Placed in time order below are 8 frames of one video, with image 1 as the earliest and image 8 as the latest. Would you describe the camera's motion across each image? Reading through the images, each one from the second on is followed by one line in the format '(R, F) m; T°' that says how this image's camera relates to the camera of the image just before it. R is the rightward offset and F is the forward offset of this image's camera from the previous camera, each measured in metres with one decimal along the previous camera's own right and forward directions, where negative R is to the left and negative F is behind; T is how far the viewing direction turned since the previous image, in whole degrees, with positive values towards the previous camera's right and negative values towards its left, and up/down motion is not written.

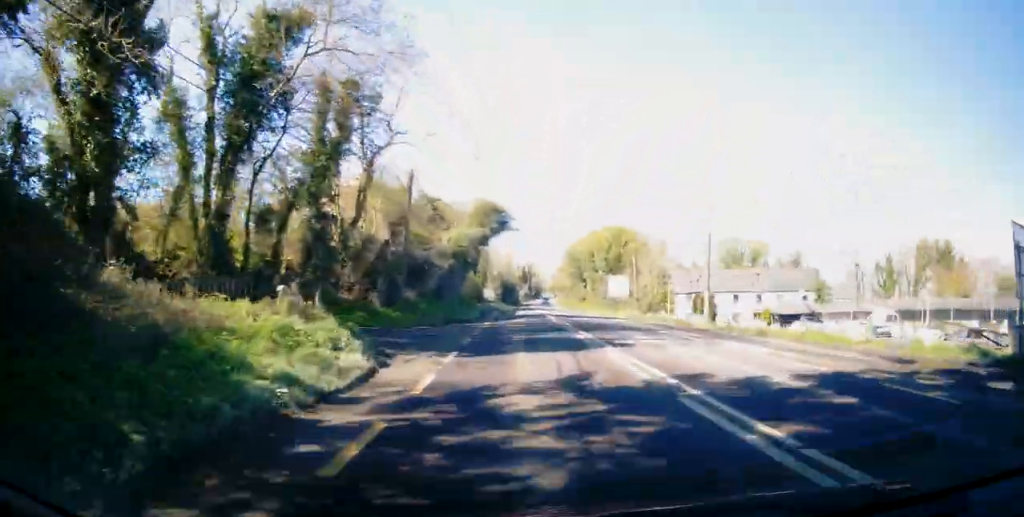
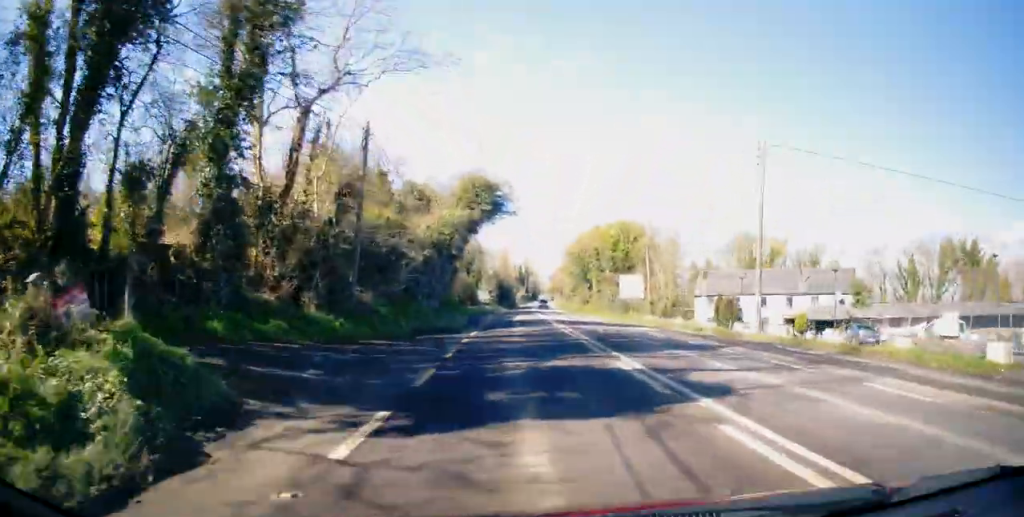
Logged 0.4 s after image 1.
(+0.1, +7.4) m; +1°
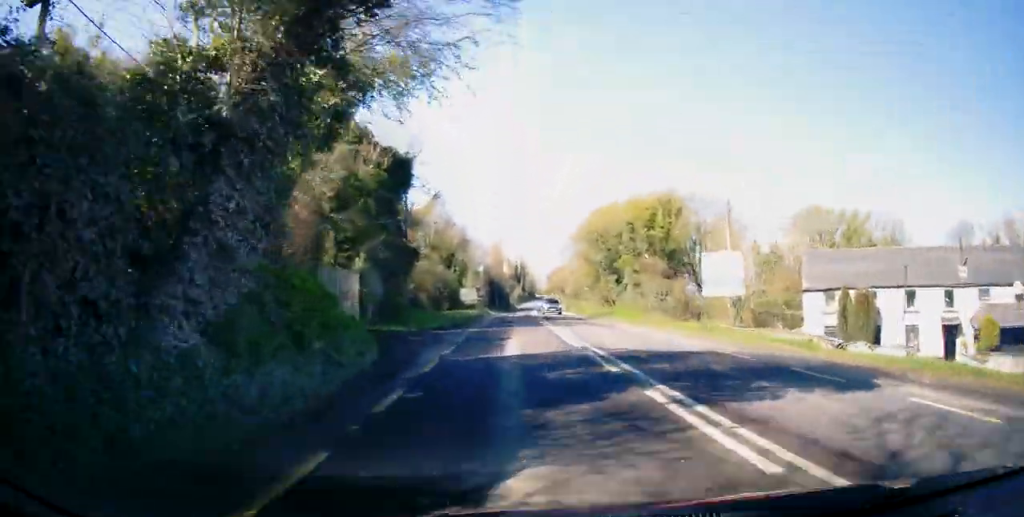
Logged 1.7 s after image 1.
(+0.2, +21.4) m; 0°
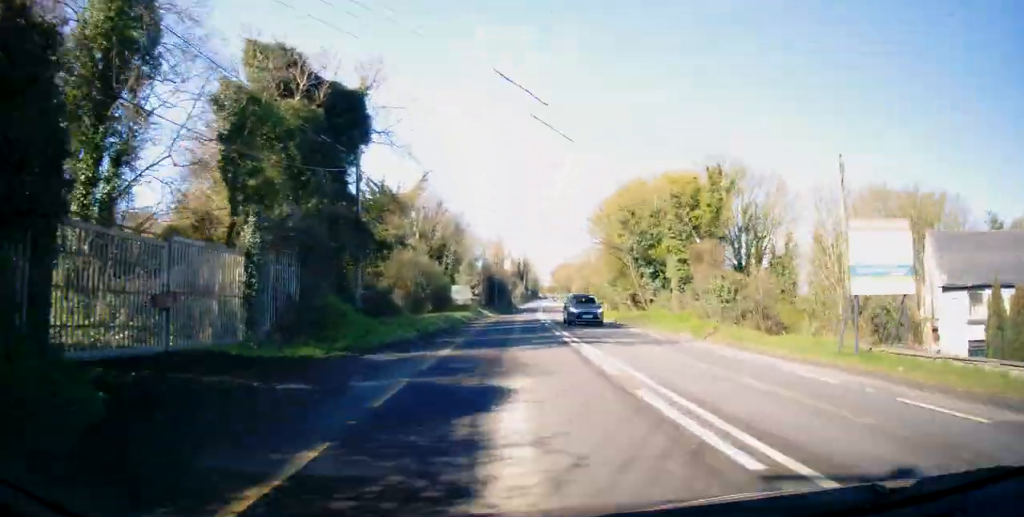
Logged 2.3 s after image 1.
(0.0, +11.6) m; 0°
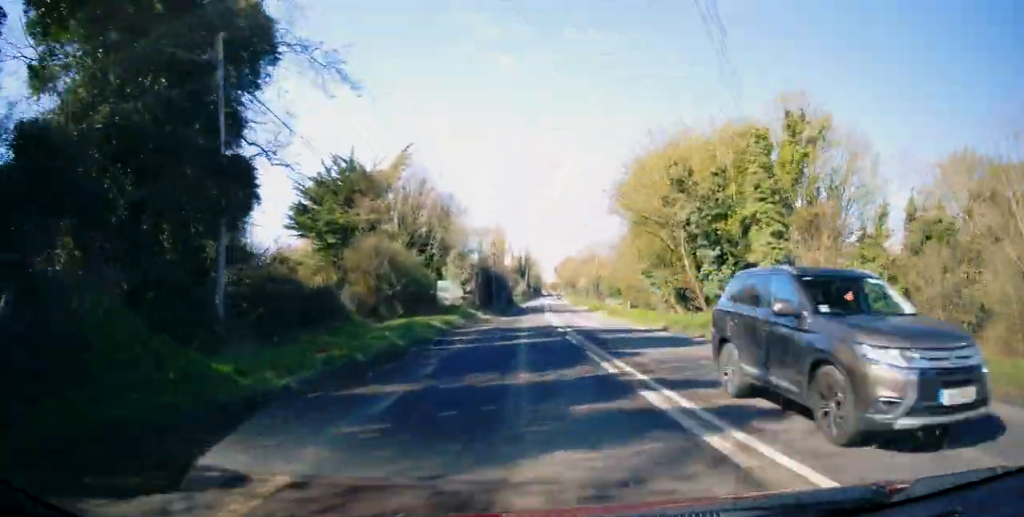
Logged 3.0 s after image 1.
(-0.2, +11.6) m; 0°
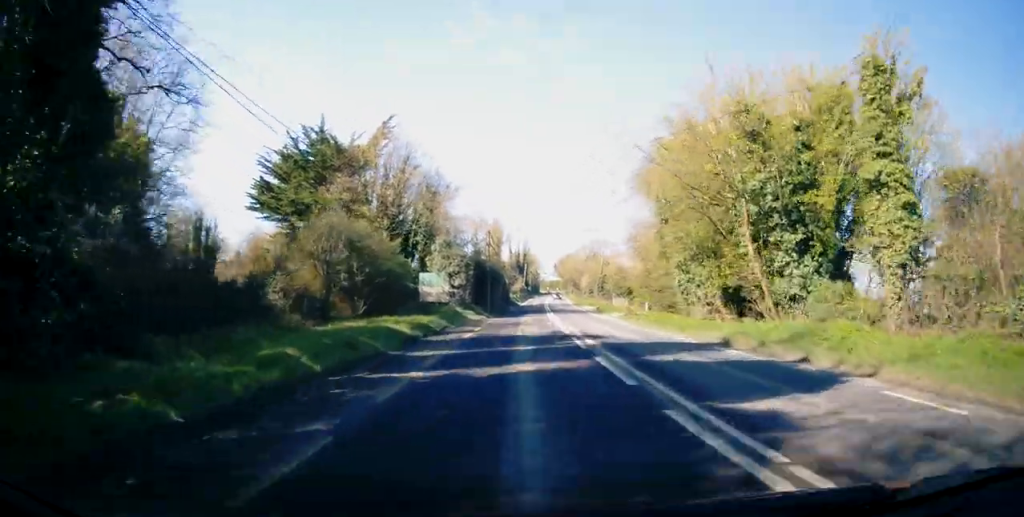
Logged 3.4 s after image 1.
(+0.1, +7.7) m; 0°
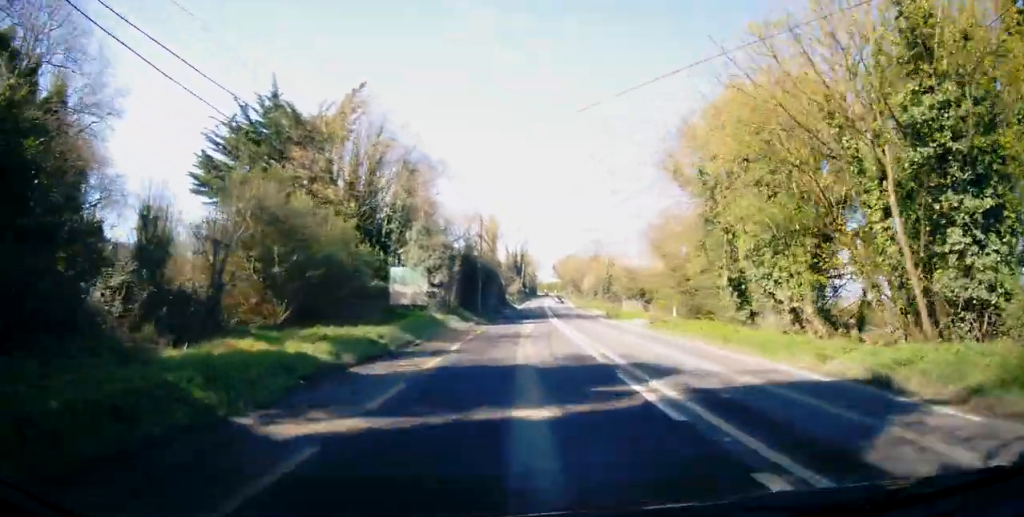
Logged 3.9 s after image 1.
(+0.2, +8.3) m; 0°
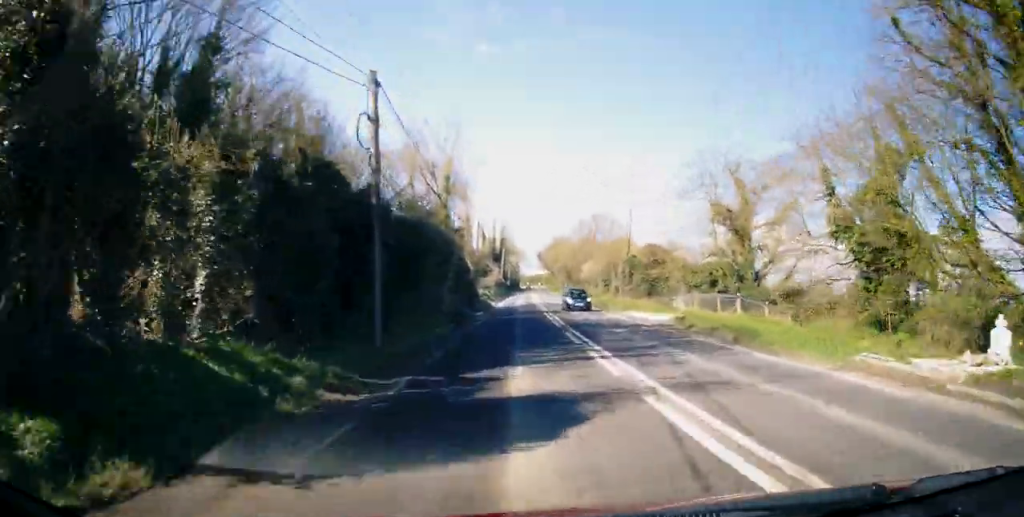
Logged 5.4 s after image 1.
(0.0, +26.6) m; +1°
